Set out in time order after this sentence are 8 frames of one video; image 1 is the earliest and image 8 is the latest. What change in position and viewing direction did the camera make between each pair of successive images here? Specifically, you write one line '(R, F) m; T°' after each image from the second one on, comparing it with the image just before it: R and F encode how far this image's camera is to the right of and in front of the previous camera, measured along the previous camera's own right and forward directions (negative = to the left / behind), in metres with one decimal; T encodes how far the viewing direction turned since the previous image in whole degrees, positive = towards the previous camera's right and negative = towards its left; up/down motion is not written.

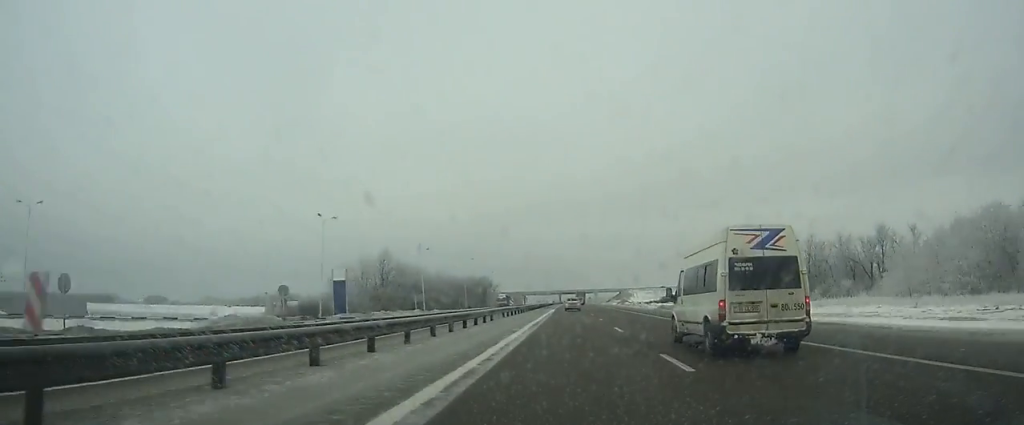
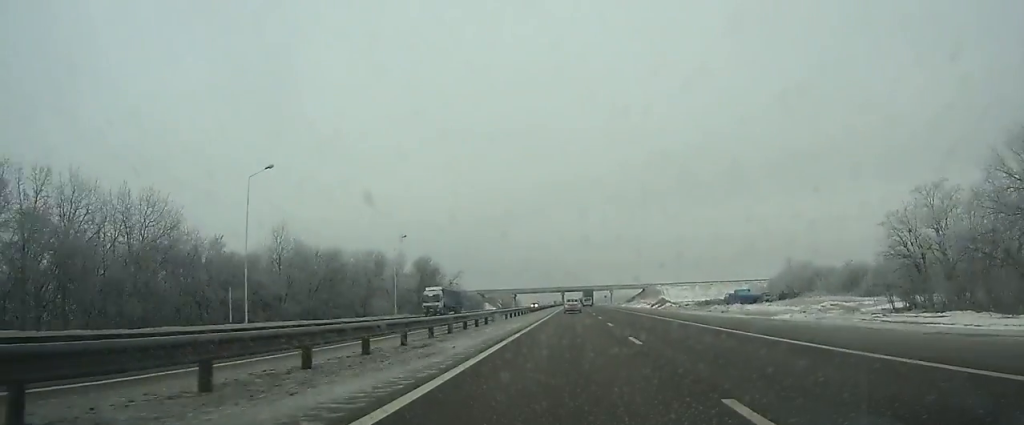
(-0.1, +91.4) m; 0°
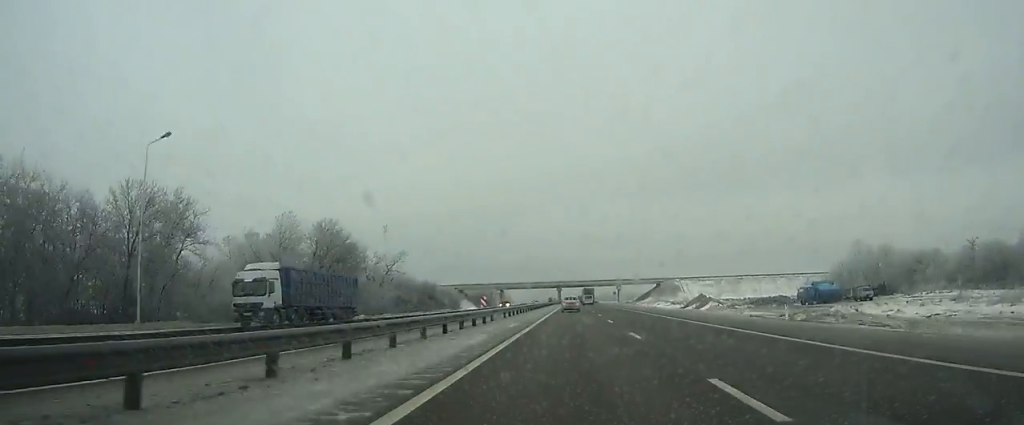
(0.0, +44.5) m; 0°
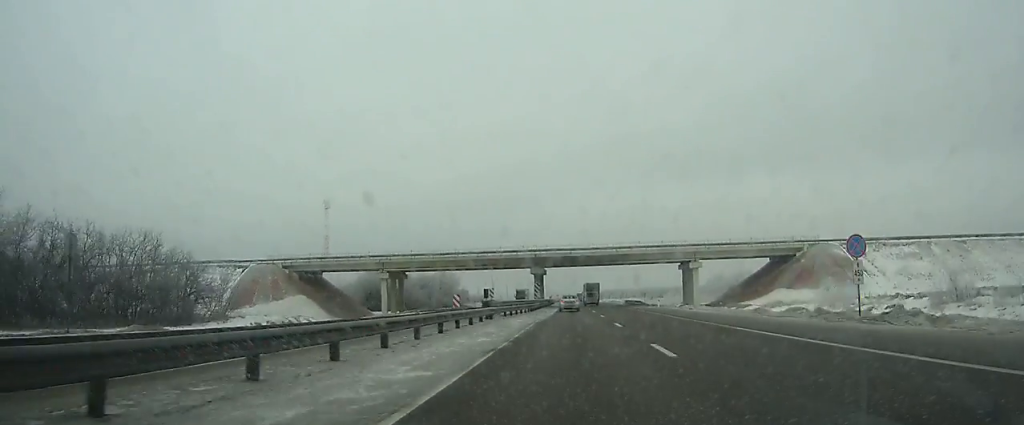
(+0.1, +124.3) m; 0°
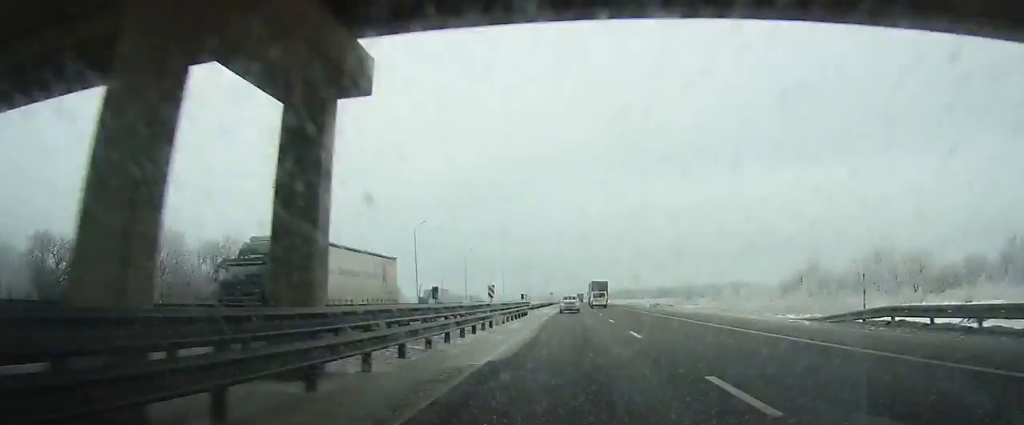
(-0.2, +81.6) m; 0°
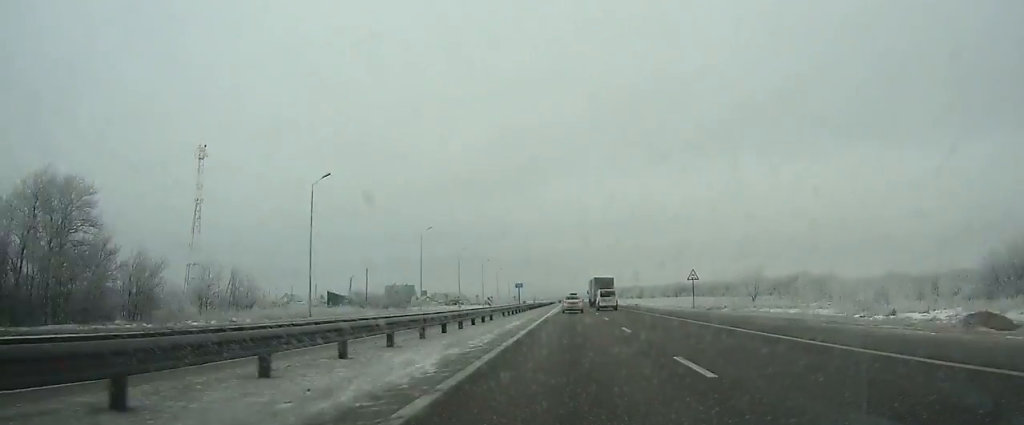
(+0.2, +73.8) m; 0°
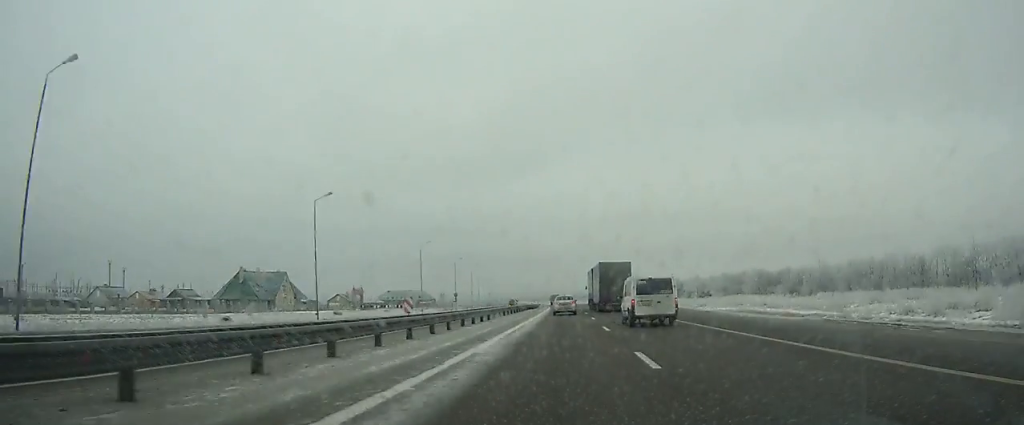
(-0.3, +134.6) m; -1°
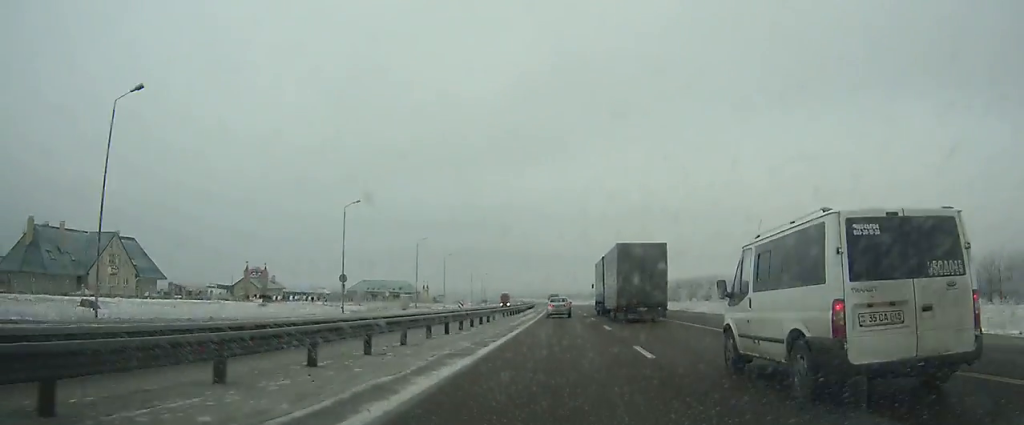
(-0.8, +68.8) m; -2°
